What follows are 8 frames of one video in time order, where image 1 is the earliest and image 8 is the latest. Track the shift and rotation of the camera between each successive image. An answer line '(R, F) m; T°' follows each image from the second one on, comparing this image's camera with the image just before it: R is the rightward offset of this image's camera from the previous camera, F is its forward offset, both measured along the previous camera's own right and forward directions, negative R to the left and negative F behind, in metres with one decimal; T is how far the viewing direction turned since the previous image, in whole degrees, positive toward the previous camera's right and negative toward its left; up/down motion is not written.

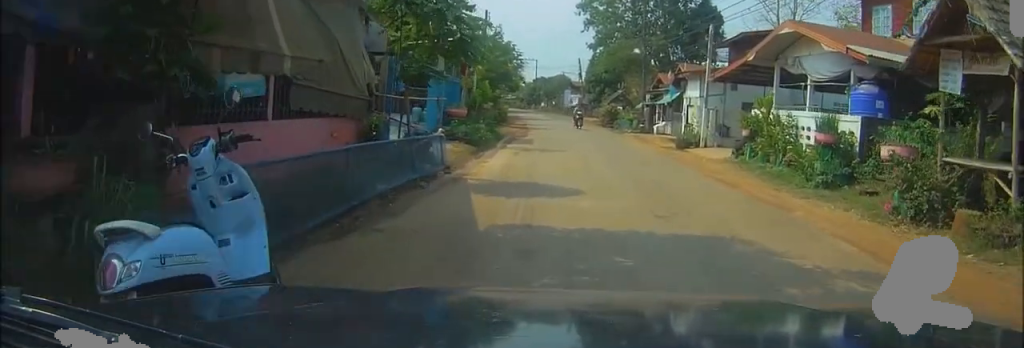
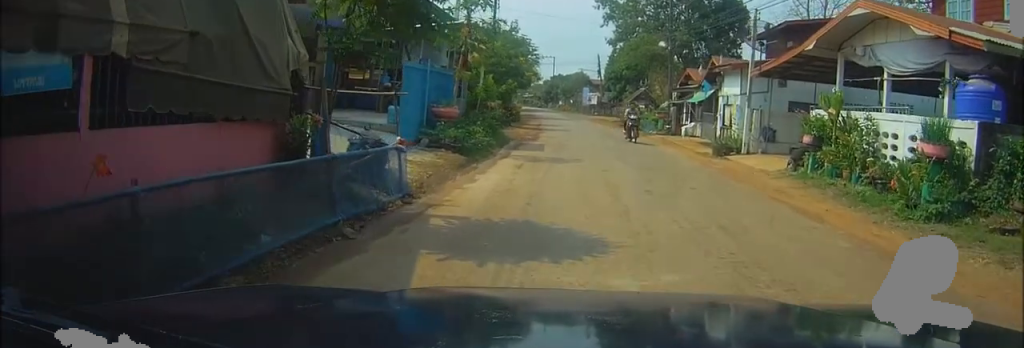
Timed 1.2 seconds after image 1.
(0.0, +4.0) m; 0°
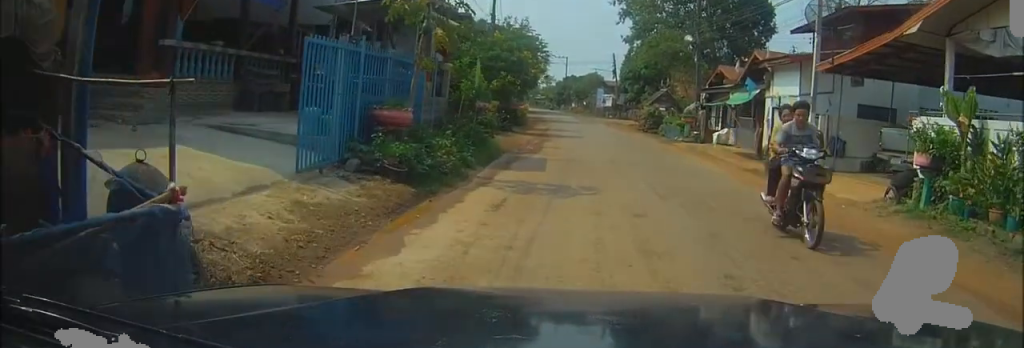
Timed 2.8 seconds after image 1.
(+0.1, +5.1) m; +1°
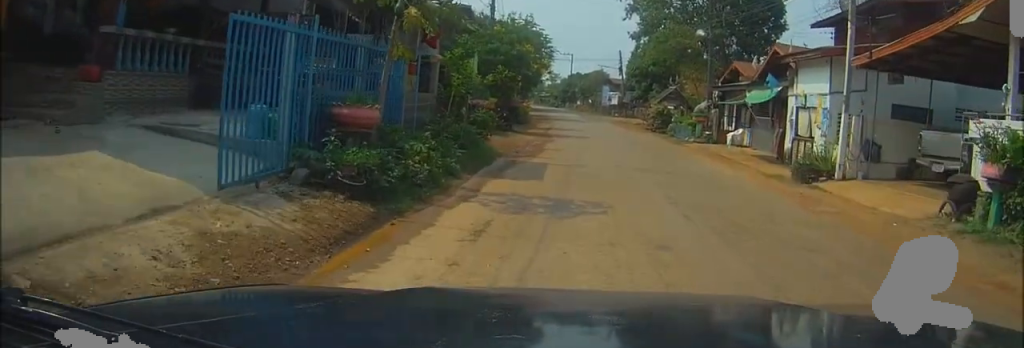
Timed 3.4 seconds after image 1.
(0.0, +1.9) m; -1°
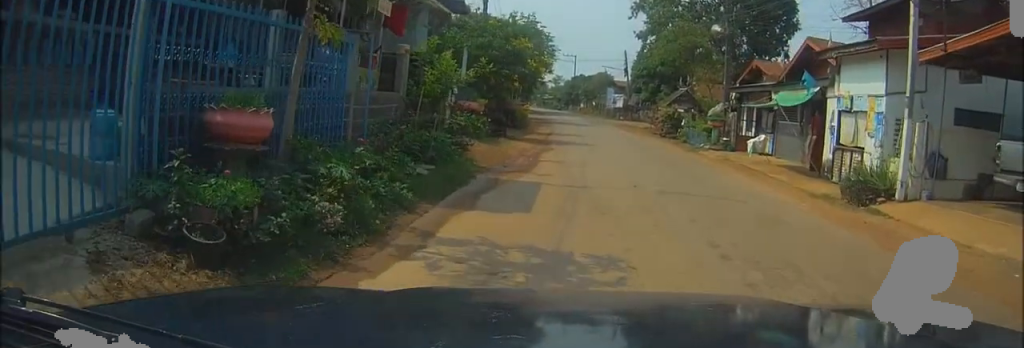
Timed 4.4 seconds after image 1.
(-0.1, +3.1) m; 0°
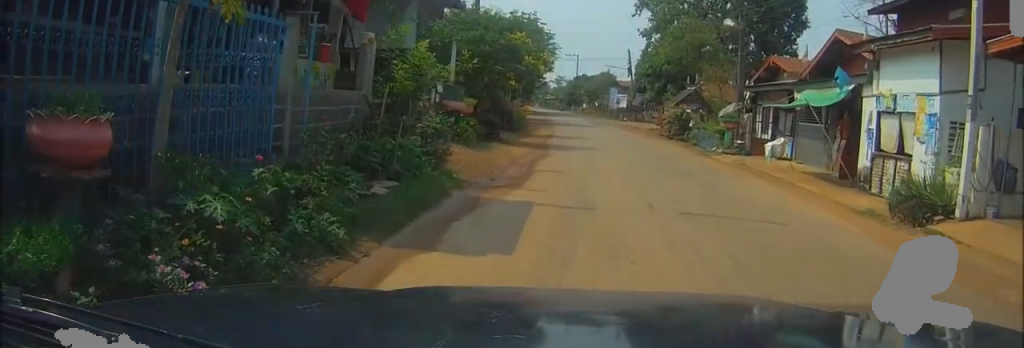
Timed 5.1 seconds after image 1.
(0.0, +2.2) m; 0°
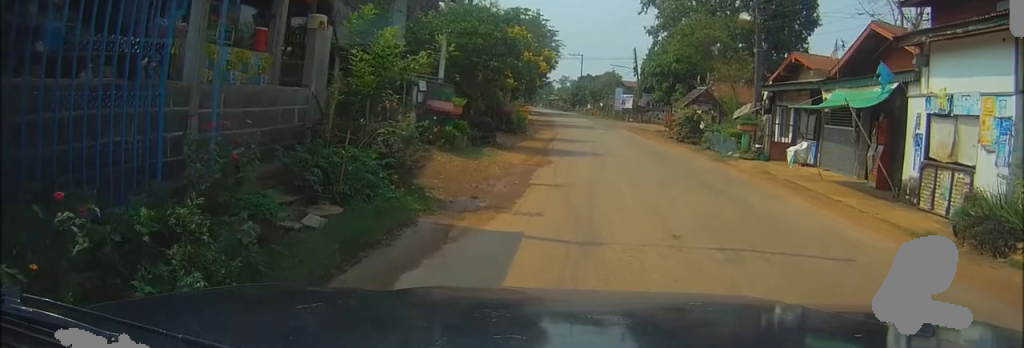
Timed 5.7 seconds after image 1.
(+0.1, +2.1) m; 0°
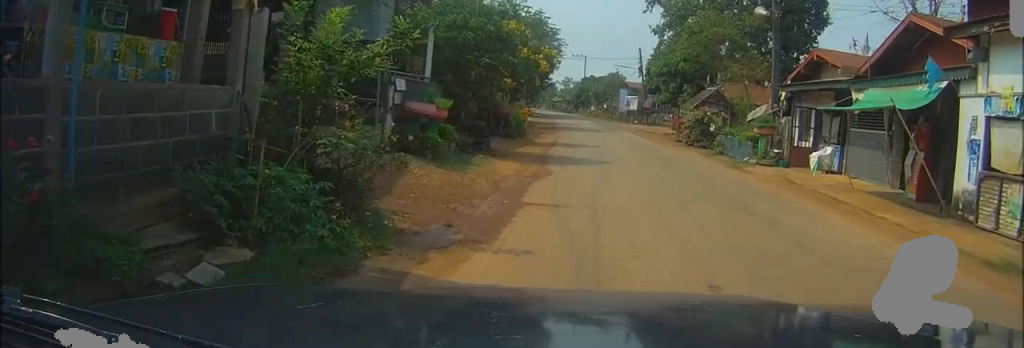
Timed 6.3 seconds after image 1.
(-0.1, +1.9) m; 0°
